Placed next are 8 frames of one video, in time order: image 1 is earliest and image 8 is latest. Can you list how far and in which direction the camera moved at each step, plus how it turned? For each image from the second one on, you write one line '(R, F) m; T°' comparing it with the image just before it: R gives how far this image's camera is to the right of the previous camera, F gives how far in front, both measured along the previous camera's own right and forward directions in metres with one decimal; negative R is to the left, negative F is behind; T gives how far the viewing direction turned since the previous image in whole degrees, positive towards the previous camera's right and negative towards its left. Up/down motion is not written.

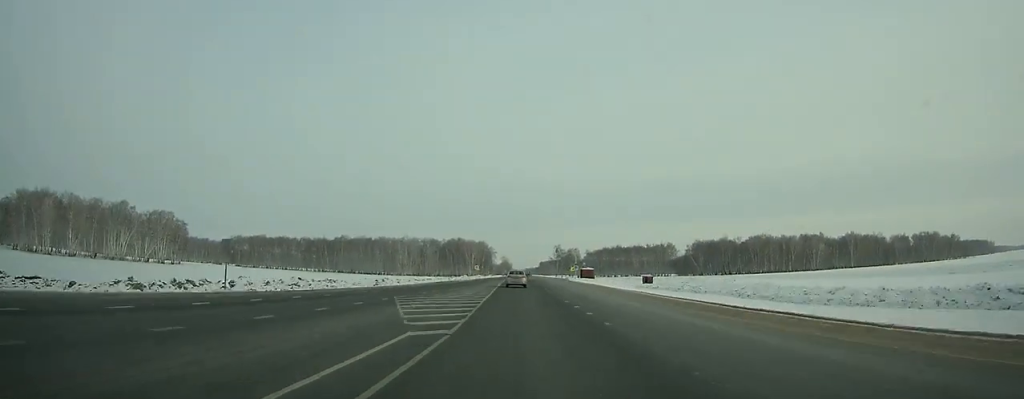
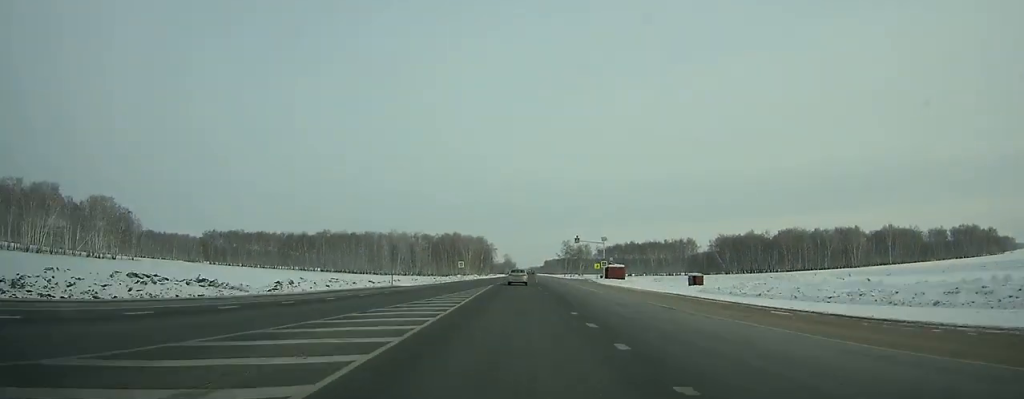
(-0.1, +42.3) m; 0°
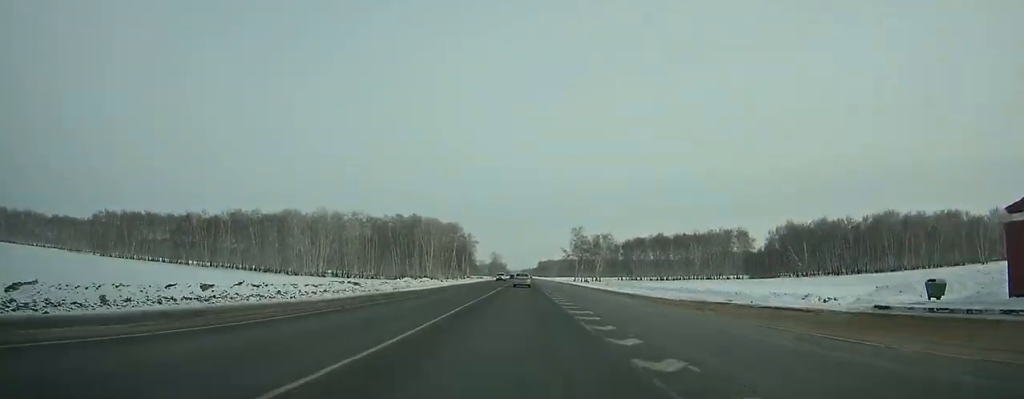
(+0.1, +100.8) m; 0°
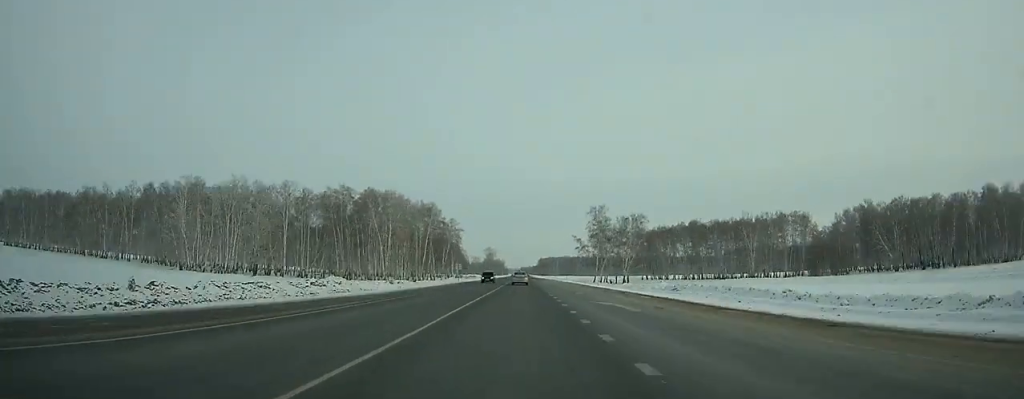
(+0.2, +61.4) m; 0°
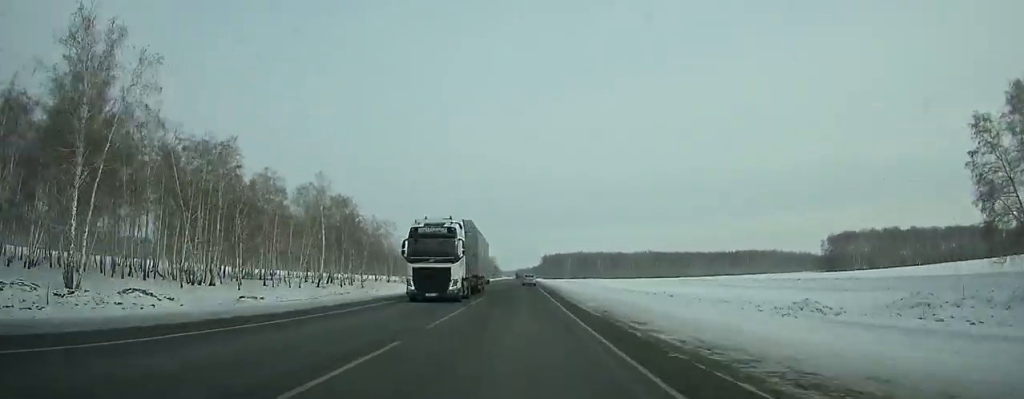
(+0.6, +208.5) m; 0°
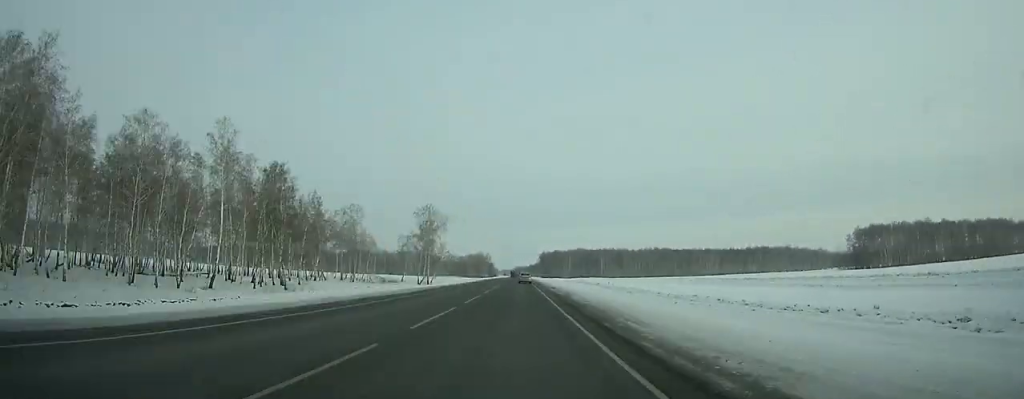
(+0.1, +37.1) m; 0°
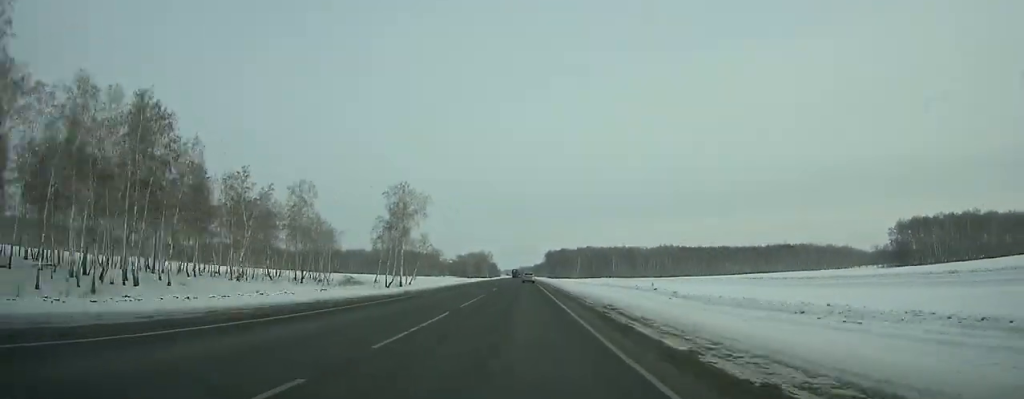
(+0.2, +39.7) m; 0°
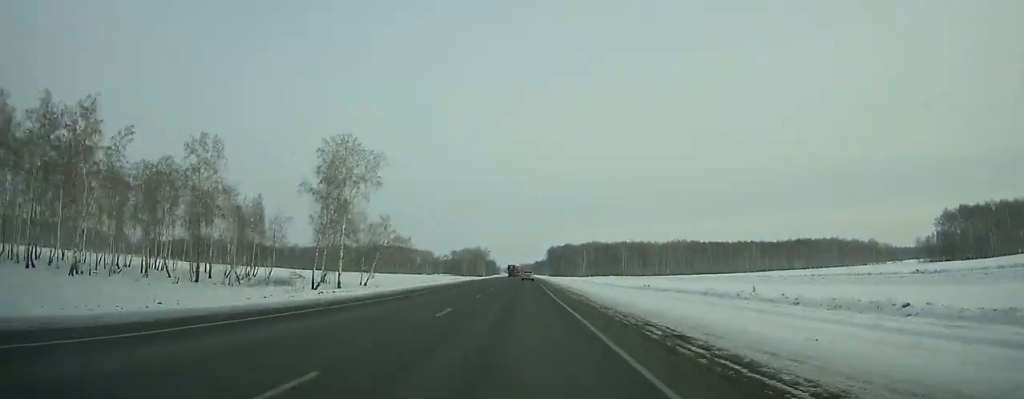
(-0.4, +40.3) m; 0°
